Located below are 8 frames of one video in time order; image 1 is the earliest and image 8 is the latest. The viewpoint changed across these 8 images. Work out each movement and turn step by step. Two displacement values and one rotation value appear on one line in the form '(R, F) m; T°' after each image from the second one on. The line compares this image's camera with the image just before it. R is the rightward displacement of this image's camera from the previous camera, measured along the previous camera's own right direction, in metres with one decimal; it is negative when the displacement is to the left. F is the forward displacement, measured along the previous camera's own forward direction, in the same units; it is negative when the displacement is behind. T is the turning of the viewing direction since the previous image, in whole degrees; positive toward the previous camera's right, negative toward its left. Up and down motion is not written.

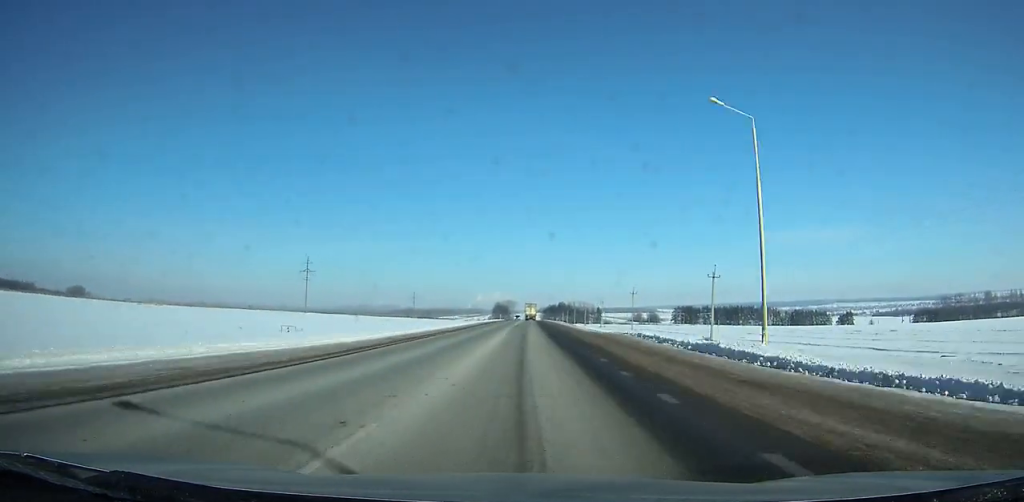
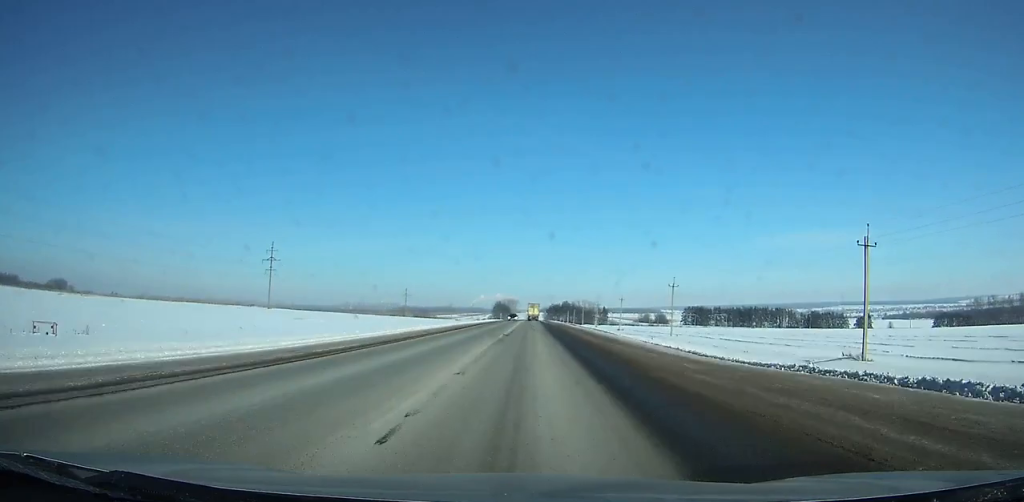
(0.0, +34.9) m; 0°
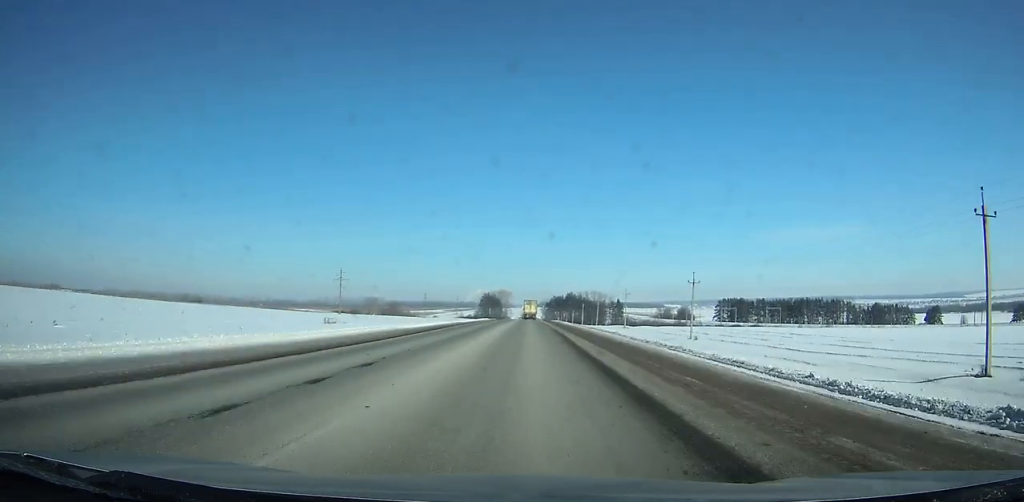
(+0.4, +129.7) m; 0°
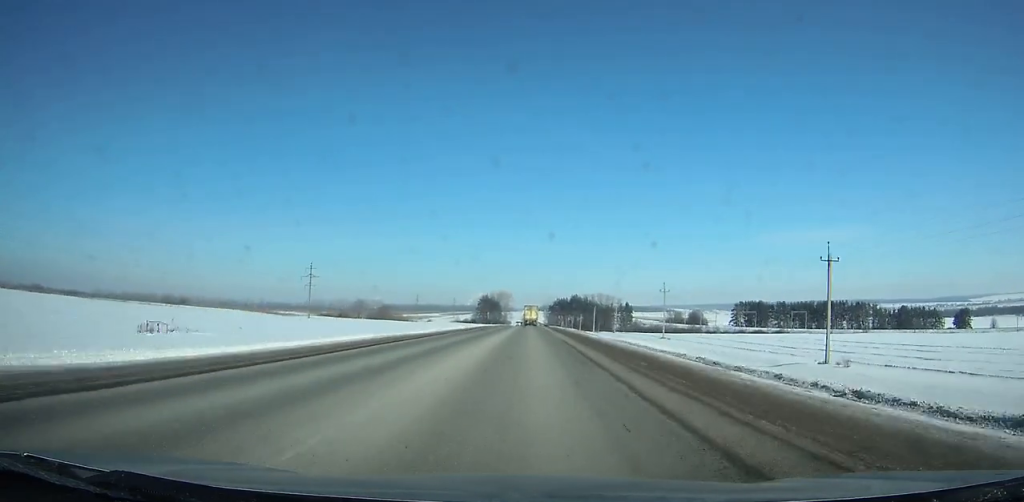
(0.0, +38.2) m; 0°
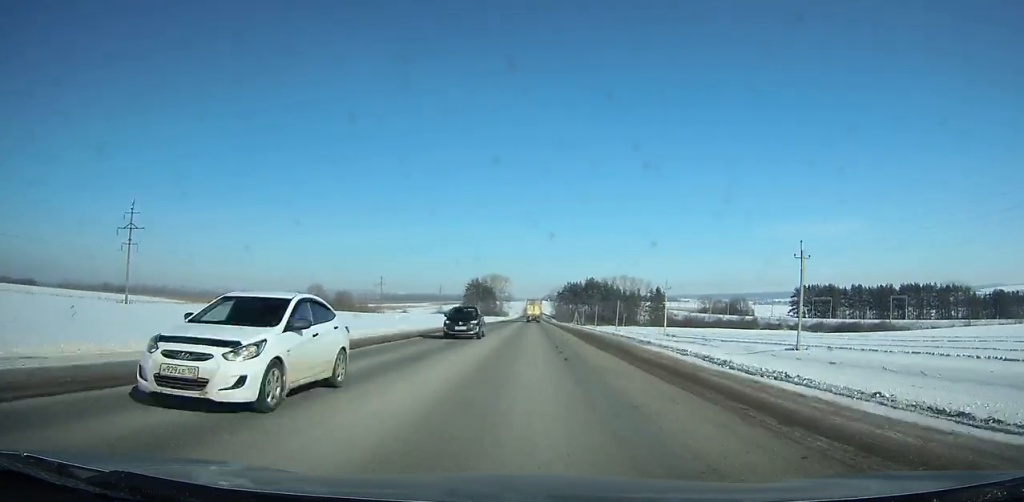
(-0.3, +104.4) m; 0°
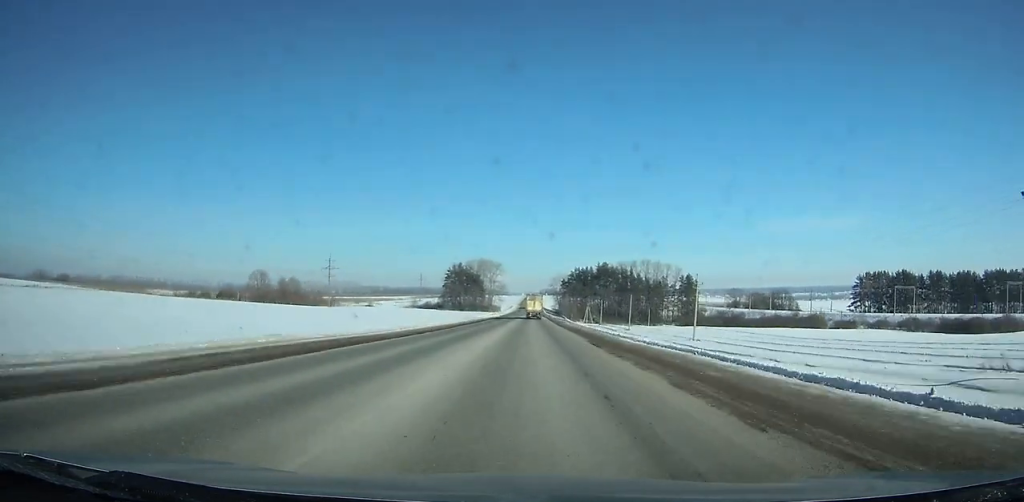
(0.0, +72.6) m; 0°
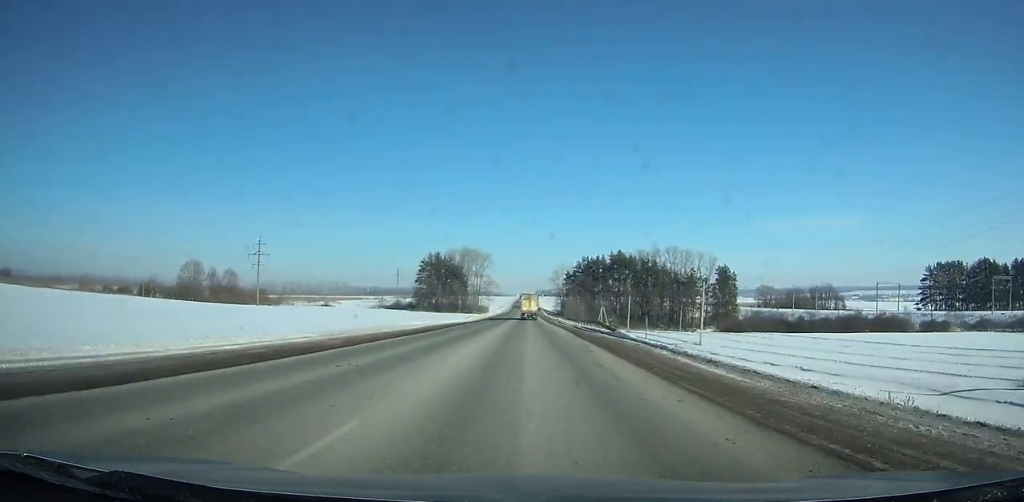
(0.0, +55.6) m; 0°
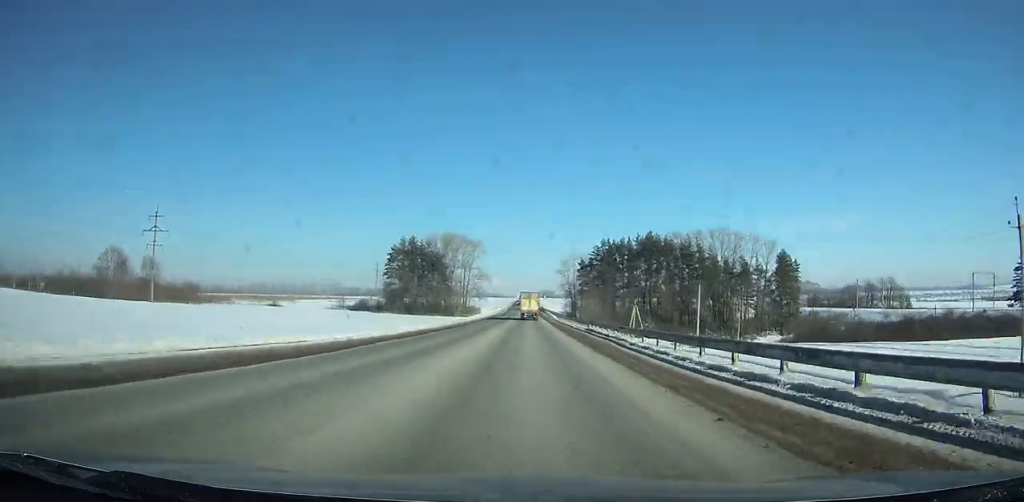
(-0.2, +50.5) m; 0°
